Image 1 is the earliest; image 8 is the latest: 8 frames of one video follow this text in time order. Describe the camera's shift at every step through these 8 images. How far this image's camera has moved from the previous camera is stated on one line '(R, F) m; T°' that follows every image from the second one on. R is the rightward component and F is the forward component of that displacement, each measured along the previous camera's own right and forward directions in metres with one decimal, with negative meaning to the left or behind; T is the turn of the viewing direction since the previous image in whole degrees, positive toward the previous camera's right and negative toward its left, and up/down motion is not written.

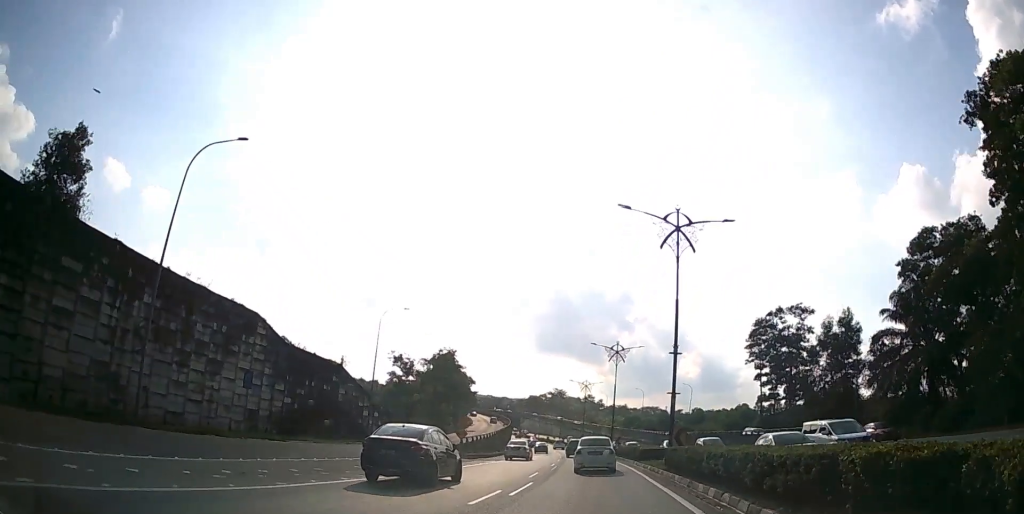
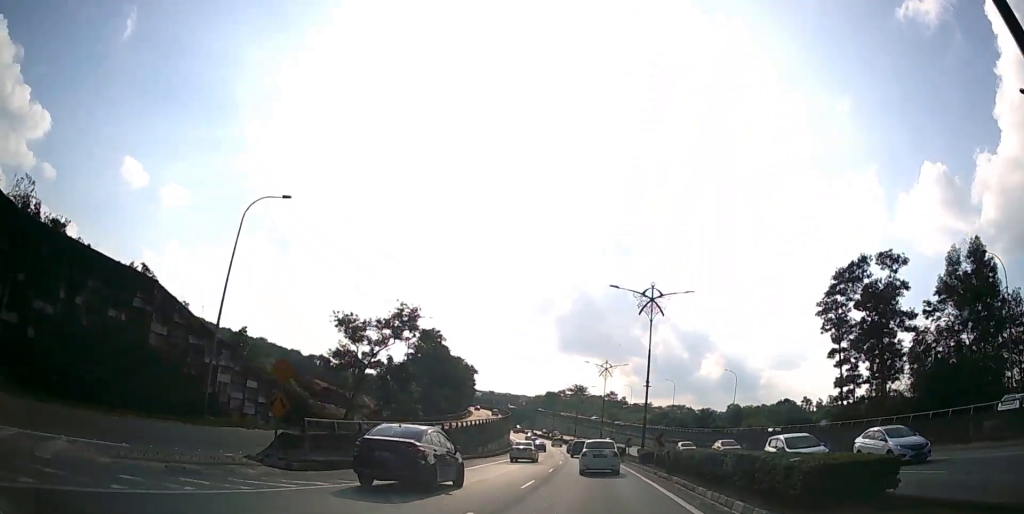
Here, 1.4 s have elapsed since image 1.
(-0.6, +24.4) m; -2°
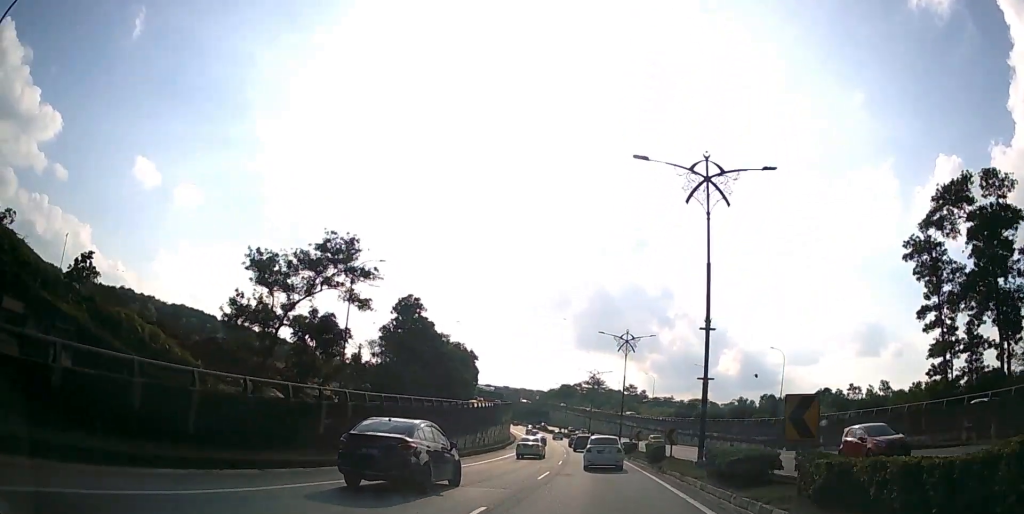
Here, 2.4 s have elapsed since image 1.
(-0.3, +19.1) m; -2°
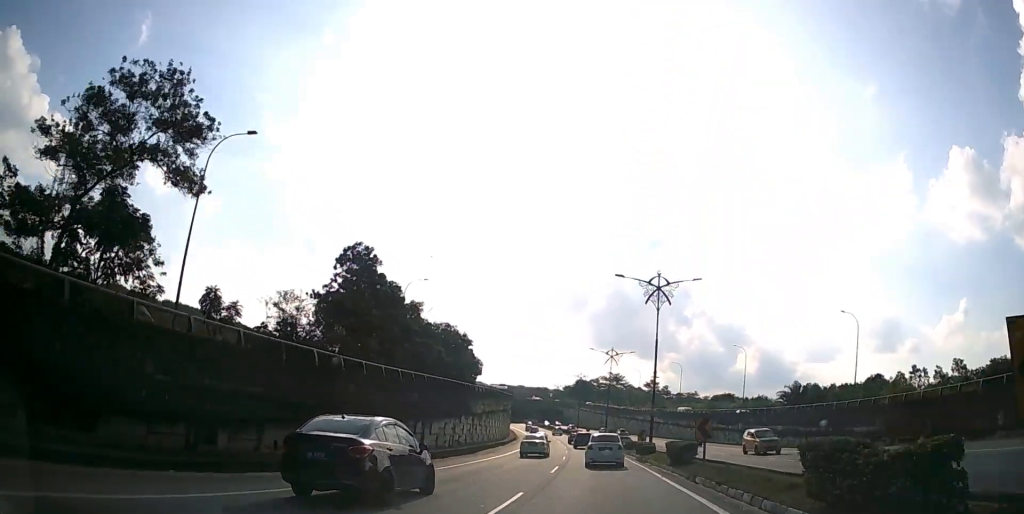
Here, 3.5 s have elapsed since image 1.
(-0.5, +21.2) m; -2°
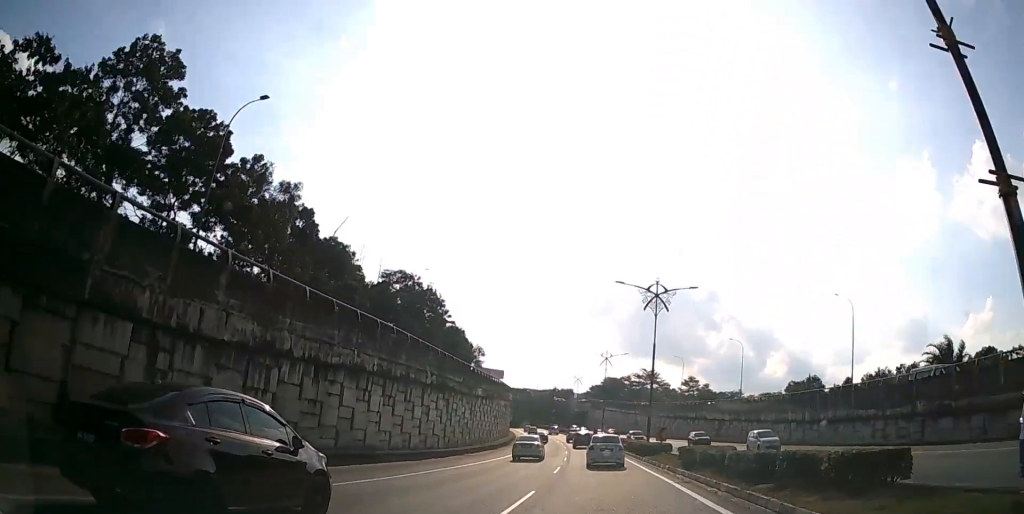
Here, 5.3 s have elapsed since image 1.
(-0.9, +34.5) m; -3°
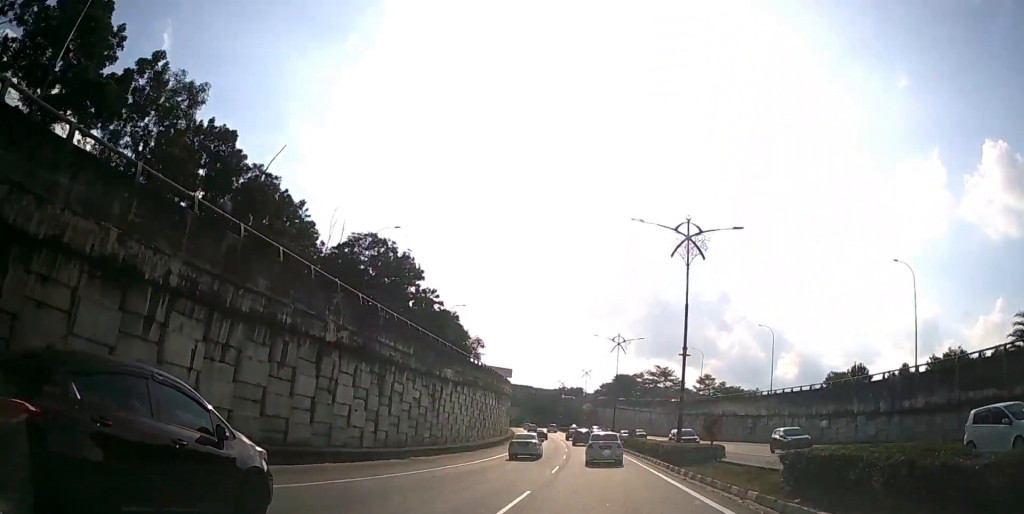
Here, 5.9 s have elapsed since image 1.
(-0.1, +11.6) m; -1°
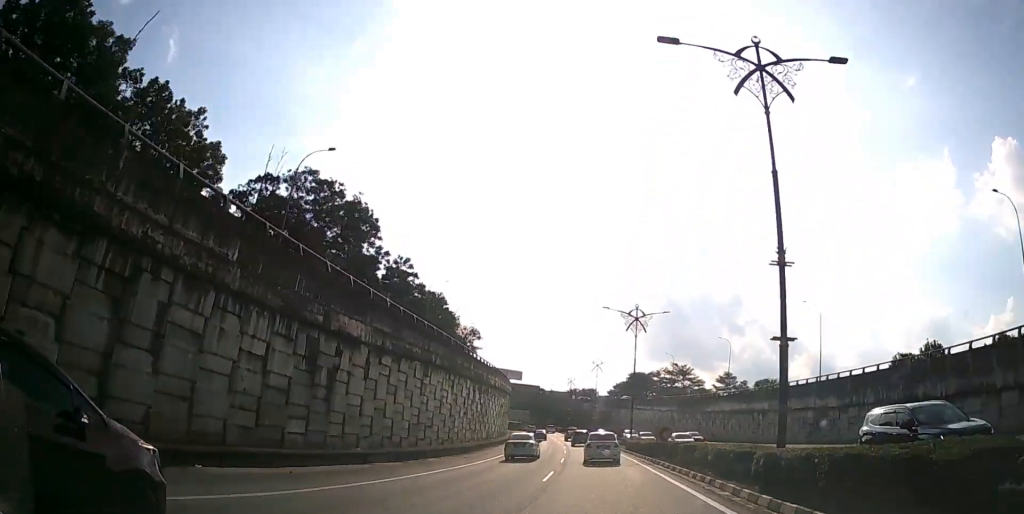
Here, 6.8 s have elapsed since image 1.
(-0.2, +15.3) m; -1°
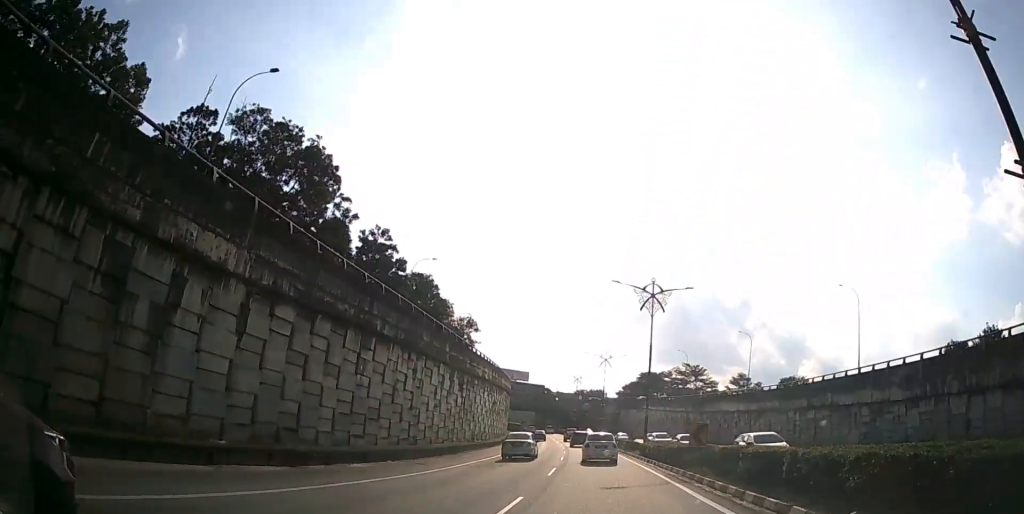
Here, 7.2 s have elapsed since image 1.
(-0.1, +8.8) m; -1°
